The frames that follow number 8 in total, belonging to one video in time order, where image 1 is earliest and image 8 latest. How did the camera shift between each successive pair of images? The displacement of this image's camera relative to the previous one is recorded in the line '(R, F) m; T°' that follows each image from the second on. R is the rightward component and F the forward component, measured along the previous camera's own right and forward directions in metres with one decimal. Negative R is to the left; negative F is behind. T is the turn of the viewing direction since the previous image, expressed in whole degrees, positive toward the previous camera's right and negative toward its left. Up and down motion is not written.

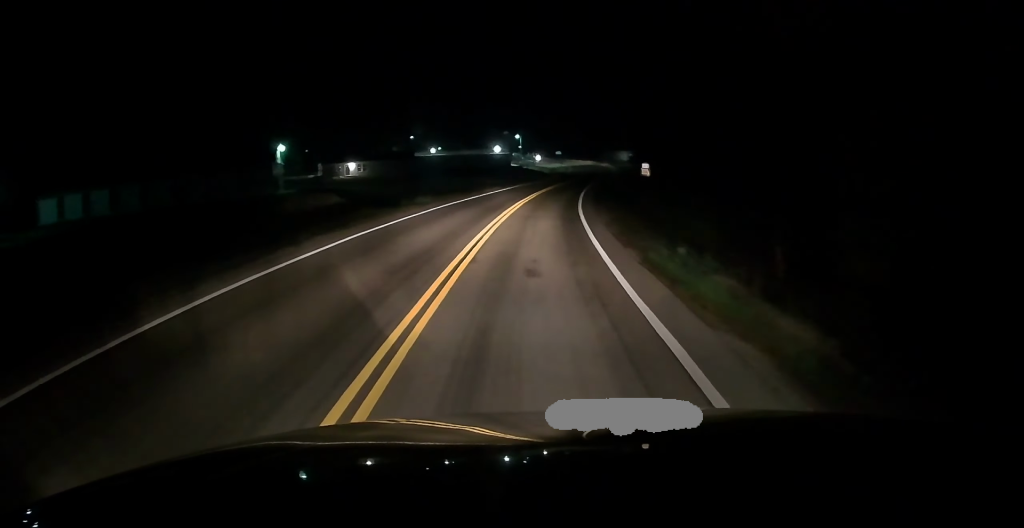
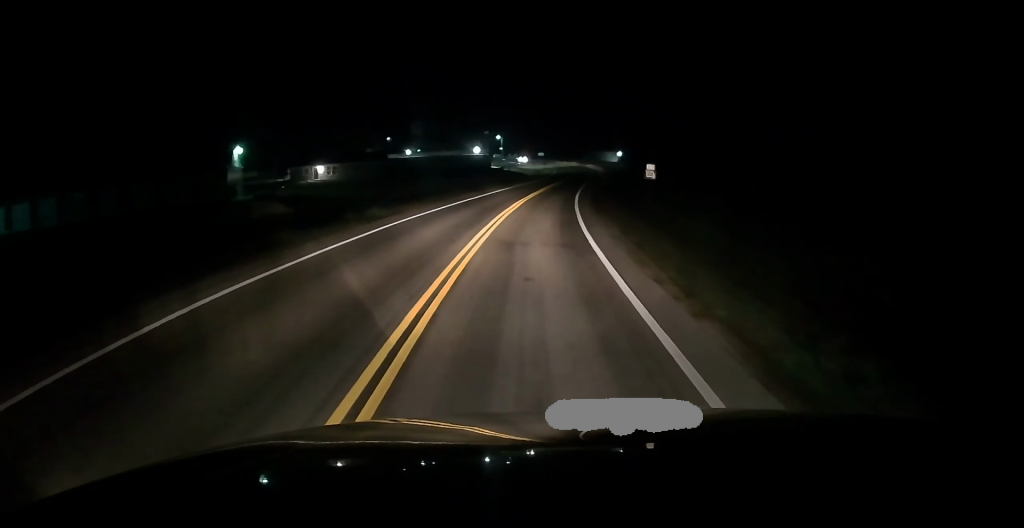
(+0.3, +8.1) m; +2°
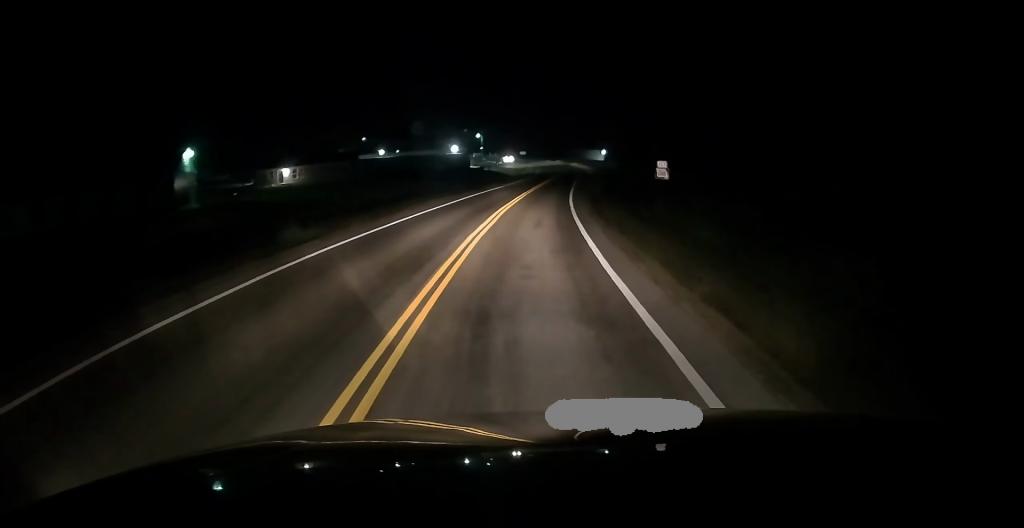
(0.0, +8.0) m; +1°
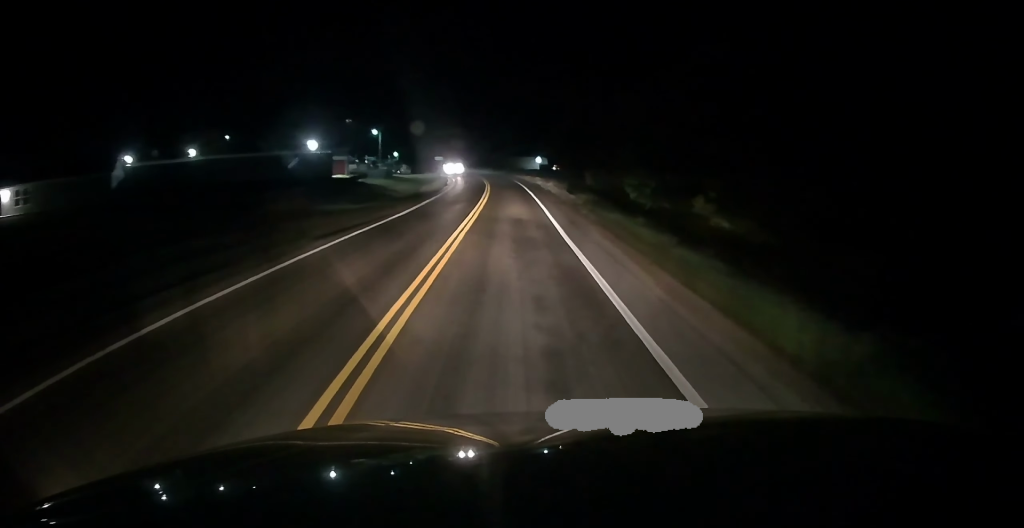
(+3.9, +48.6) m; +10°
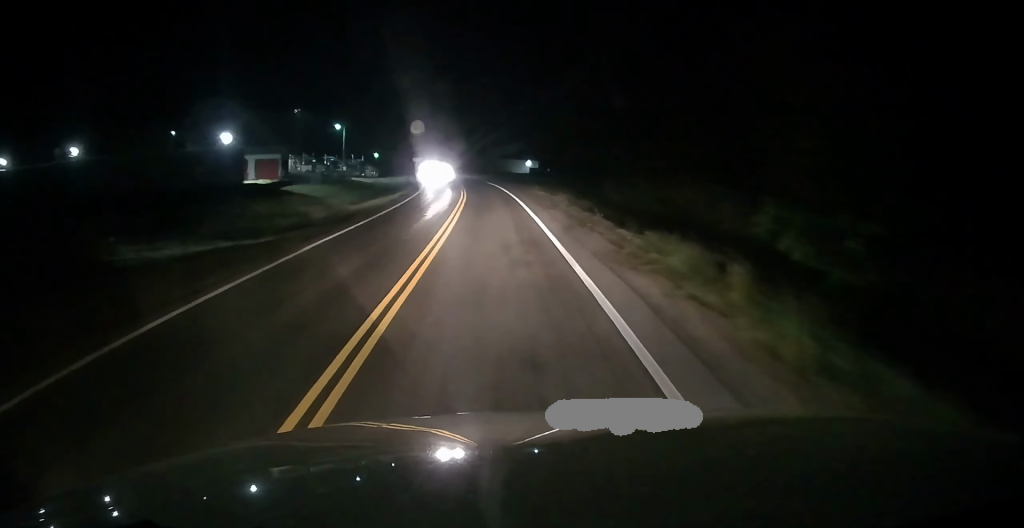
(+0.1, +19.7) m; +3°
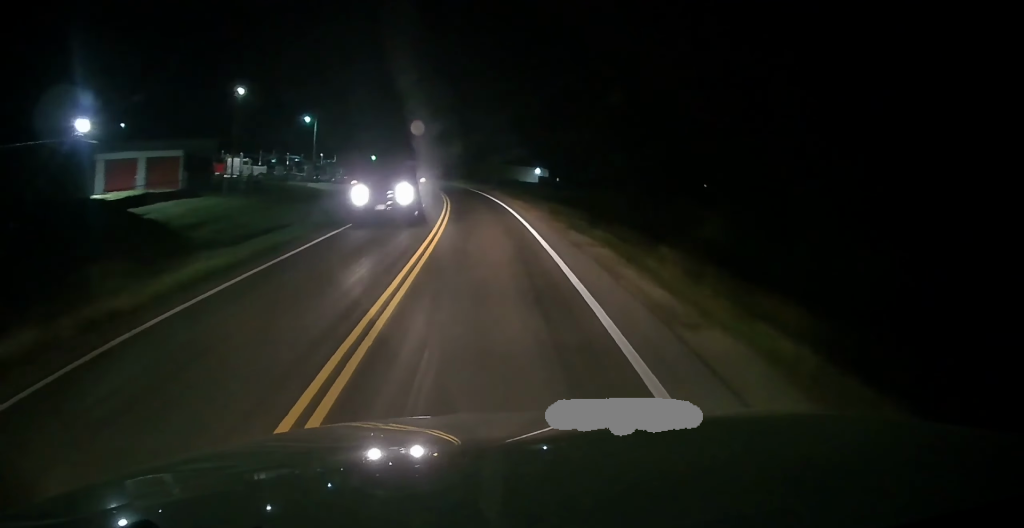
(+0.9, +20.4) m; +2°
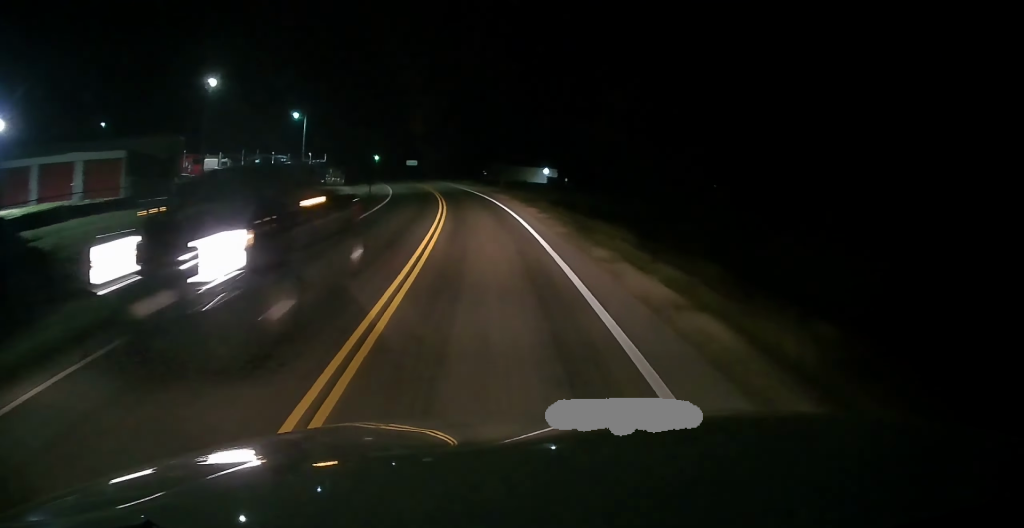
(0.0, +7.6) m; -2°
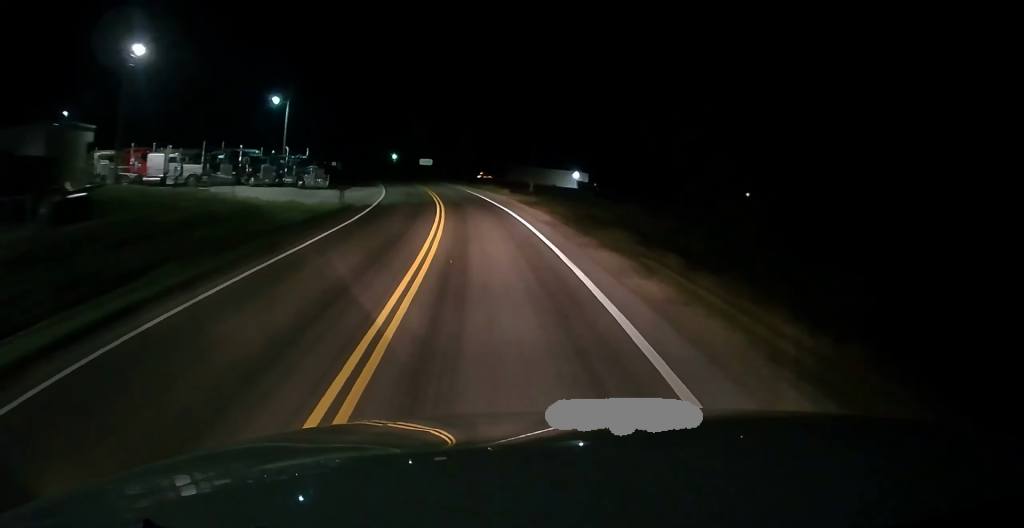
(-0.3, +15.7) m; -2°
